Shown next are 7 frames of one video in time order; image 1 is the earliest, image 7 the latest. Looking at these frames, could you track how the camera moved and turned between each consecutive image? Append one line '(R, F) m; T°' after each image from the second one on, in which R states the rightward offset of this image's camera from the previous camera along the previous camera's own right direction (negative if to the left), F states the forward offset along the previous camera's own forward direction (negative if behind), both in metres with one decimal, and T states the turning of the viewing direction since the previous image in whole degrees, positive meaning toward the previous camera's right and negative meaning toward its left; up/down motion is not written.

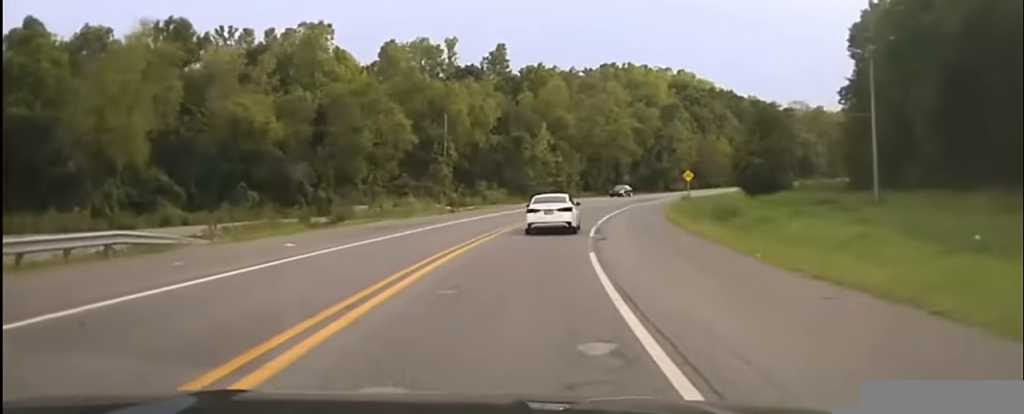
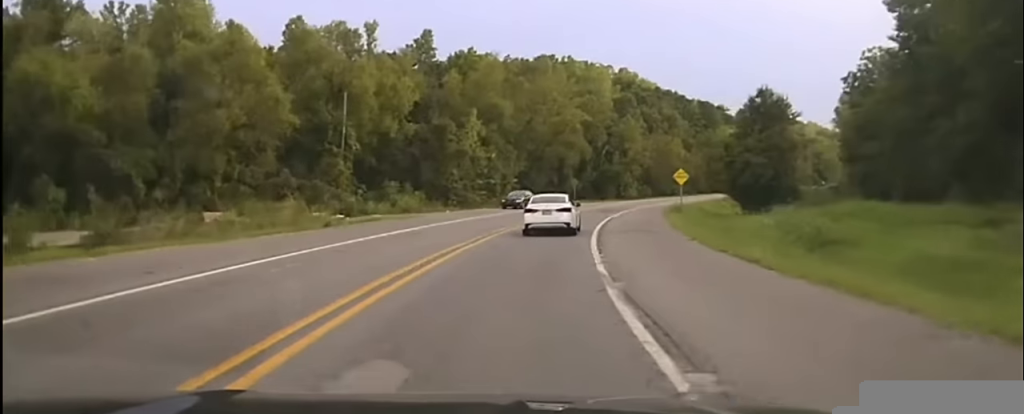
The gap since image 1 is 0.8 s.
(+0.5, +23.4) m; +4°
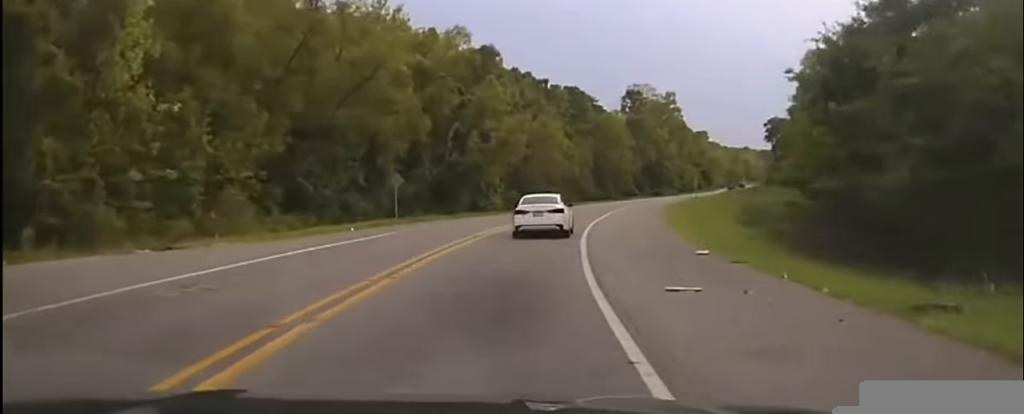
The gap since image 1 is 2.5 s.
(+5.7, +48.3) m; +13°
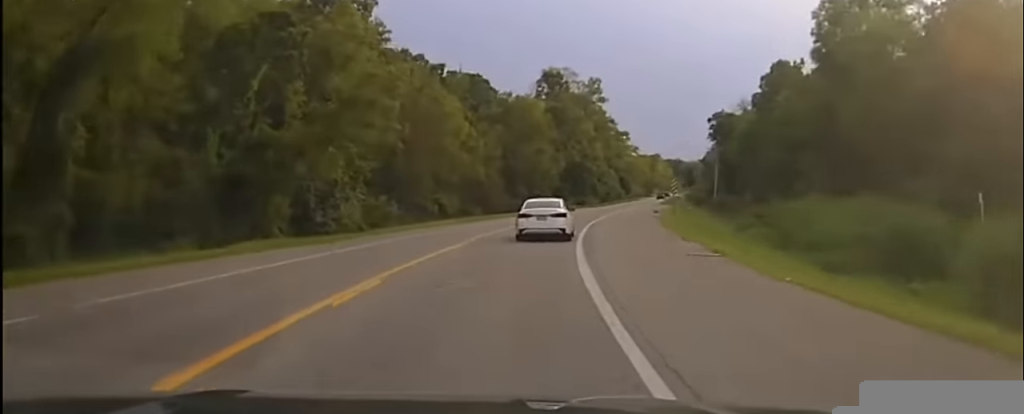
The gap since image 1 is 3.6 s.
(+1.8, +33.4) m; +6°
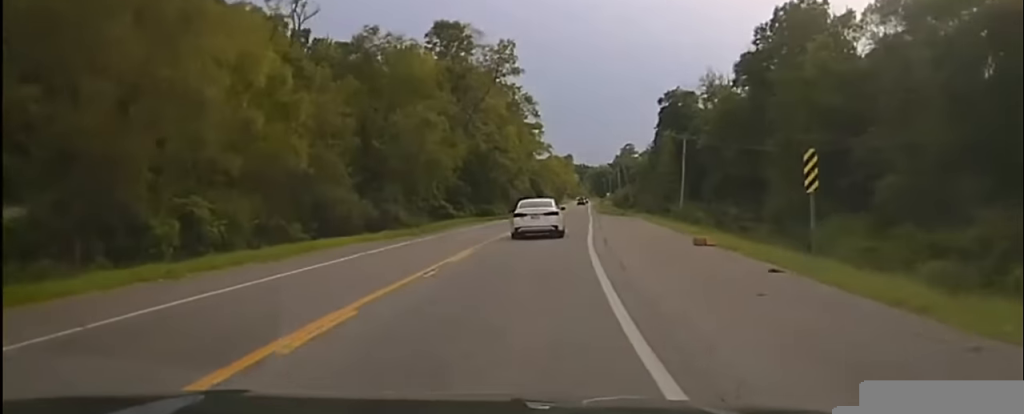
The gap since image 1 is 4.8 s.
(+2.9, +39.1) m; +7°
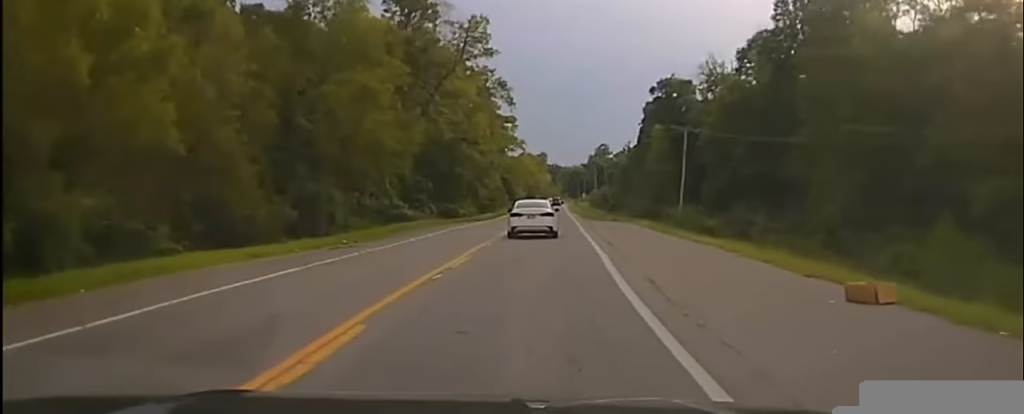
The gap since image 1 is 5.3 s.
(+0.5, +14.1) m; +2°
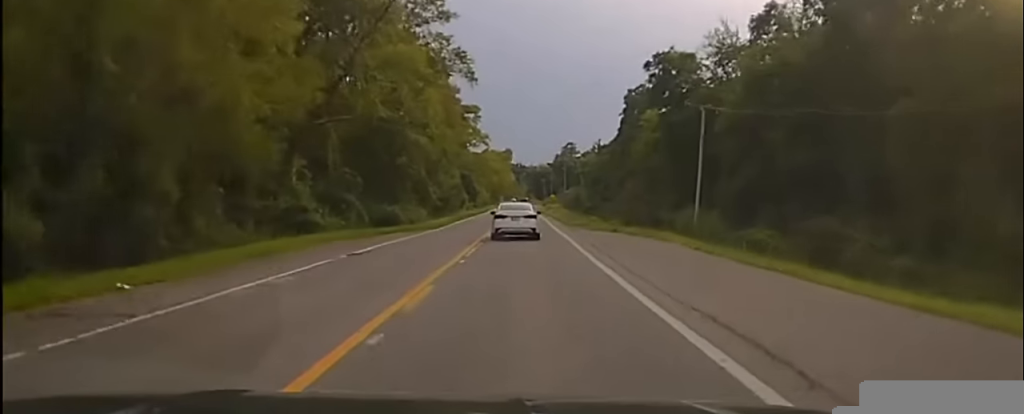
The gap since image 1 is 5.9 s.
(0.0, +21.5) m; 0°
